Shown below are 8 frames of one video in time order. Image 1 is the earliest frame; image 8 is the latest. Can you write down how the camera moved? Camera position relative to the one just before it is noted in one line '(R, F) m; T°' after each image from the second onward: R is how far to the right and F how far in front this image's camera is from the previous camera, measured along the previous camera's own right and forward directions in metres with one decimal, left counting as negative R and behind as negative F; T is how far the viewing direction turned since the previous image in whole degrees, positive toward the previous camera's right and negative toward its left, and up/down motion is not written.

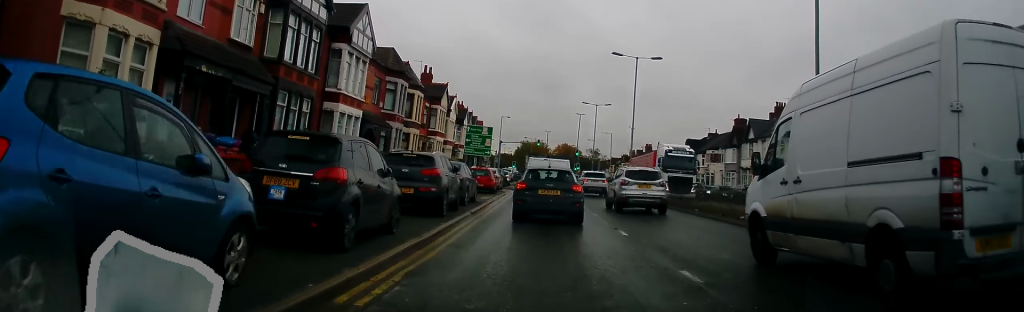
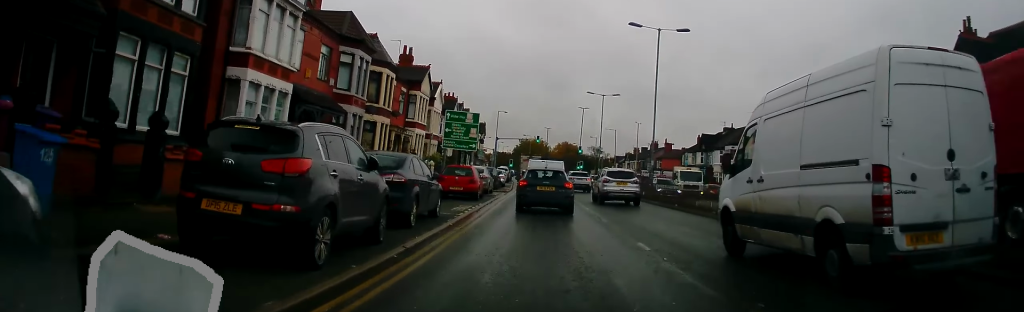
(+0.4, +7.8) m; +4°
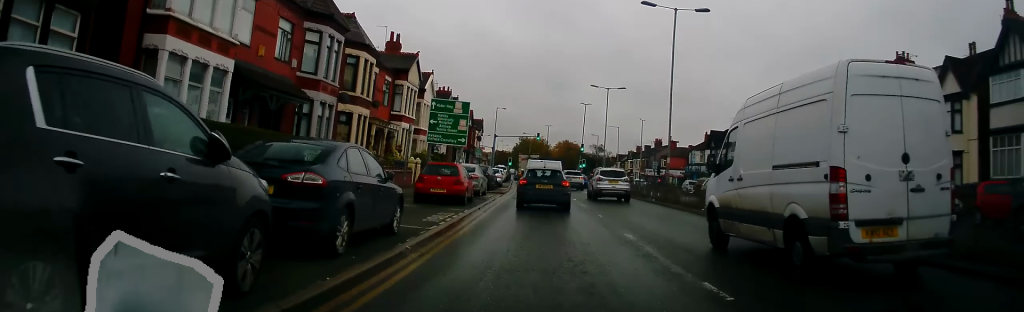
(-0.1, +4.2) m; -1°
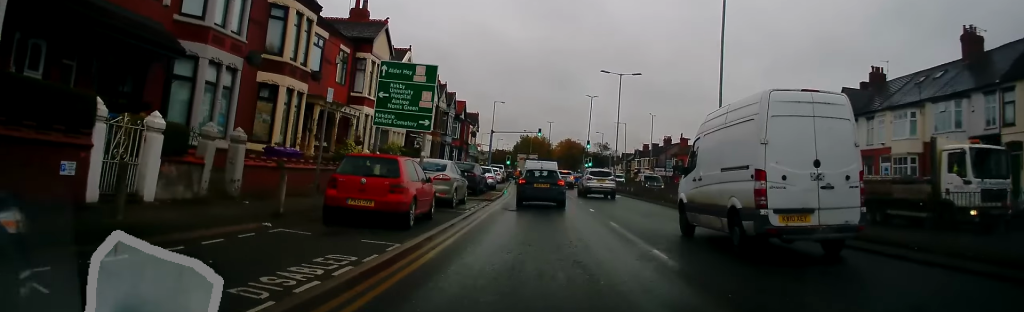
(-0.1, +8.3) m; -2°
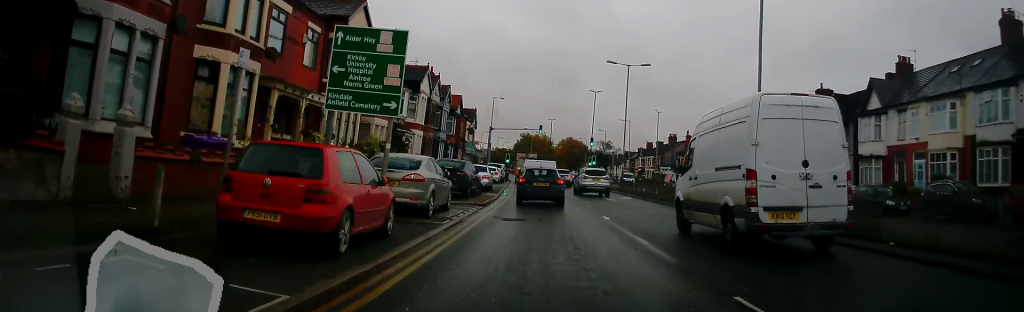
(-0.1, +4.0) m; 0°
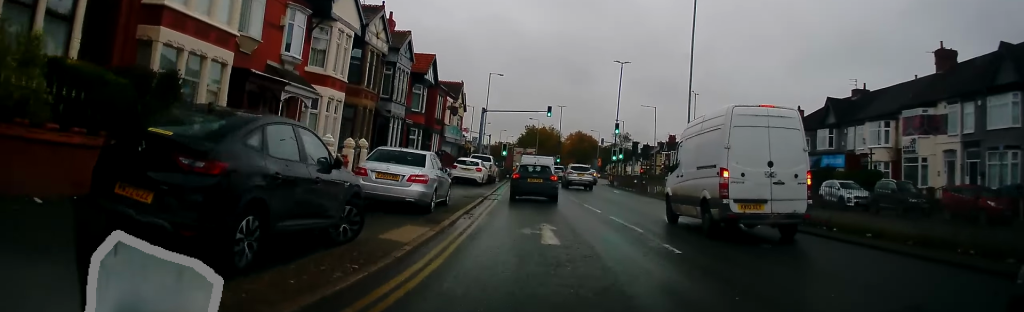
(0.0, +19.3) m; +2°
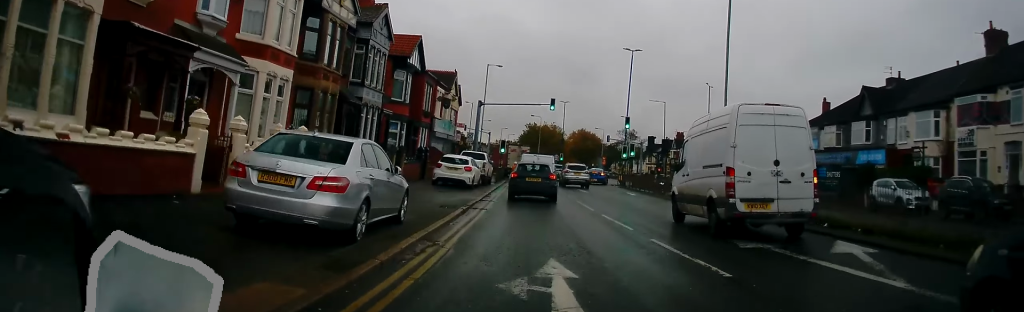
(0.0, +5.7) m; +1°
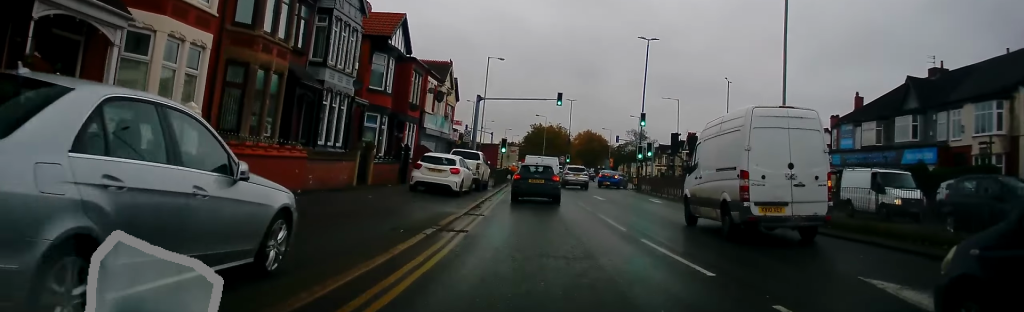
(+0.4, +5.7) m; +1°
